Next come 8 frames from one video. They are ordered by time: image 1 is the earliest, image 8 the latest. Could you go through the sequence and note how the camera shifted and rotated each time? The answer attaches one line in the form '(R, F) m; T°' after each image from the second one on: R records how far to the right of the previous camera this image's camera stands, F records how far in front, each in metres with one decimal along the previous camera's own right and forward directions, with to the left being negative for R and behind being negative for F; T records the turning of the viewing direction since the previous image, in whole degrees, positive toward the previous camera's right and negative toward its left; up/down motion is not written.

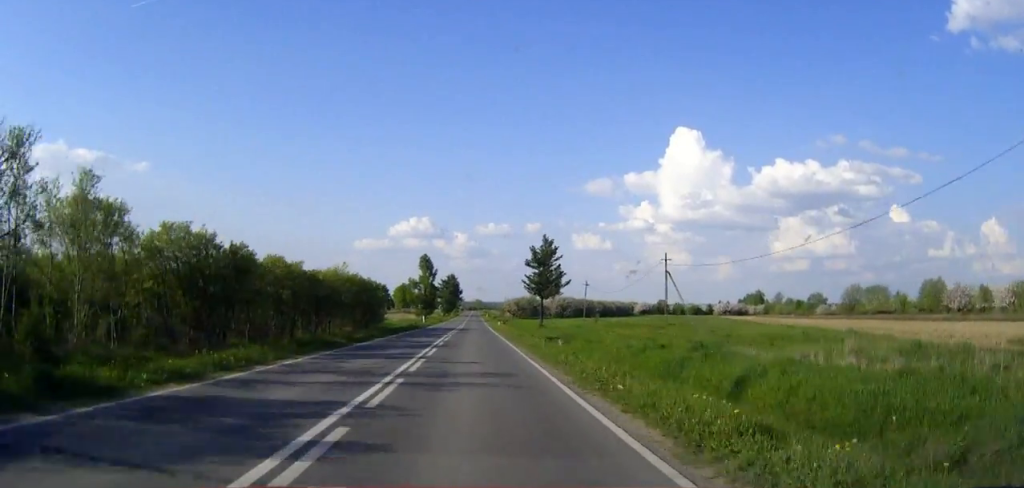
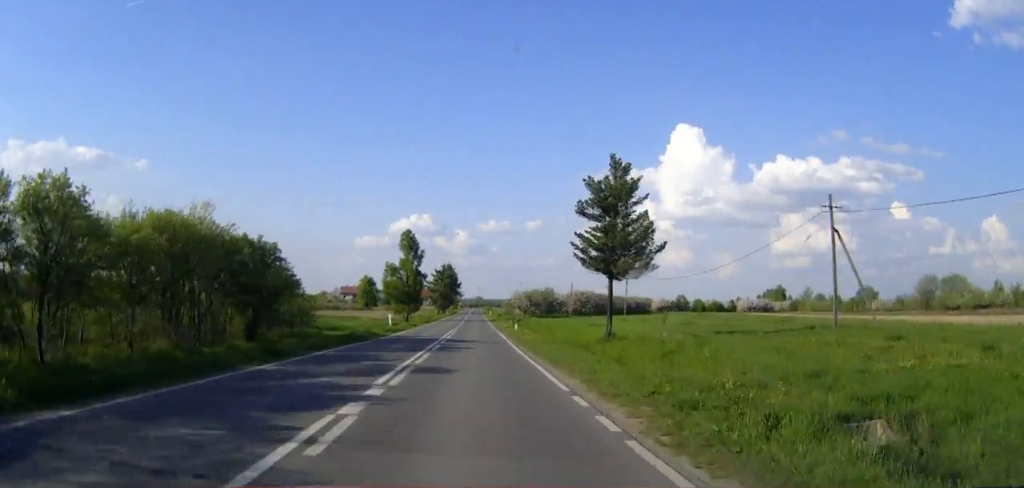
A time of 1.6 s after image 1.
(-0.1, +32.2) m; 0°
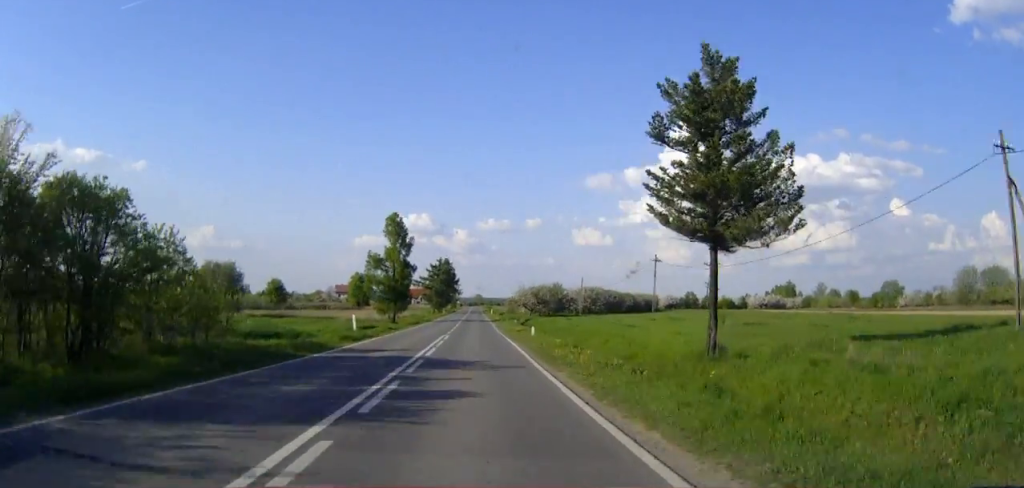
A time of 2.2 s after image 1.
(0.0, +14.2) m; 0°
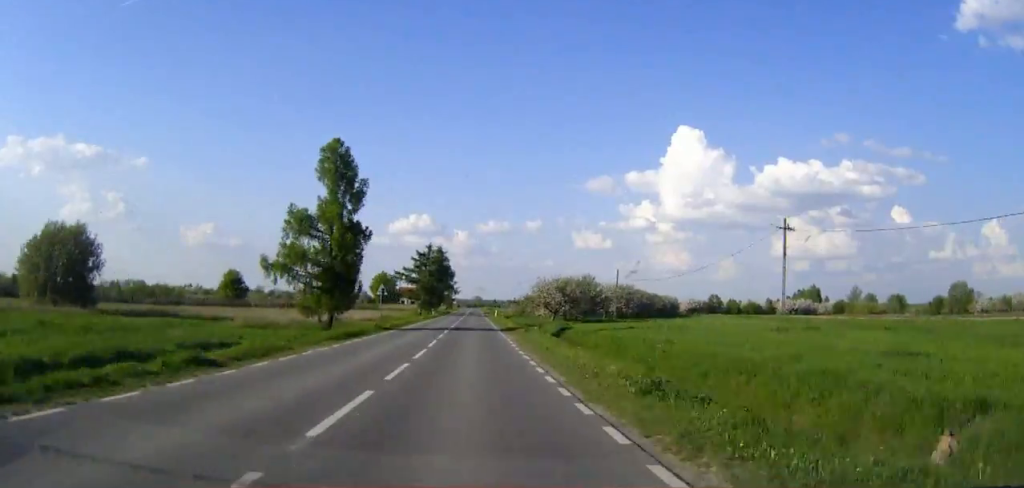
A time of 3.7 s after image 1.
(0.0, +32.2) m; 0°
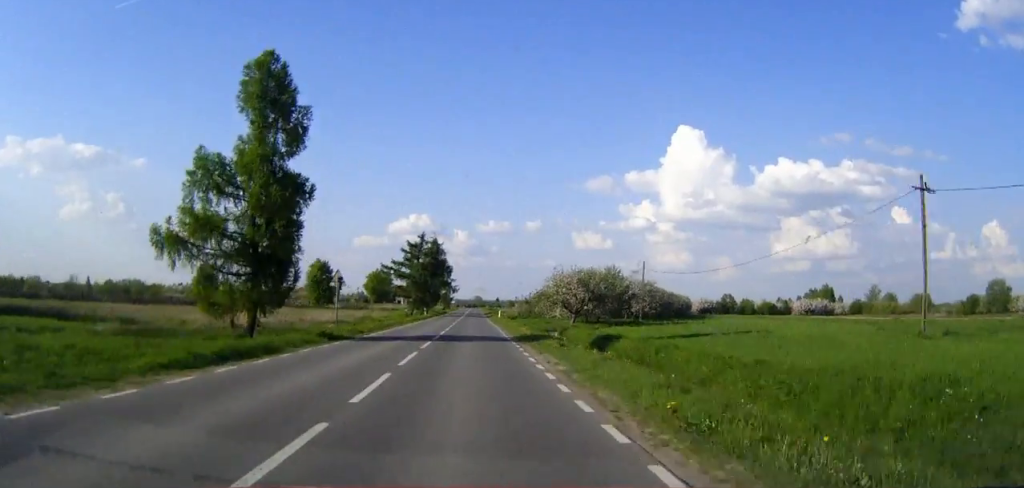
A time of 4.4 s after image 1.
(0.0, +15.0) m; 0°
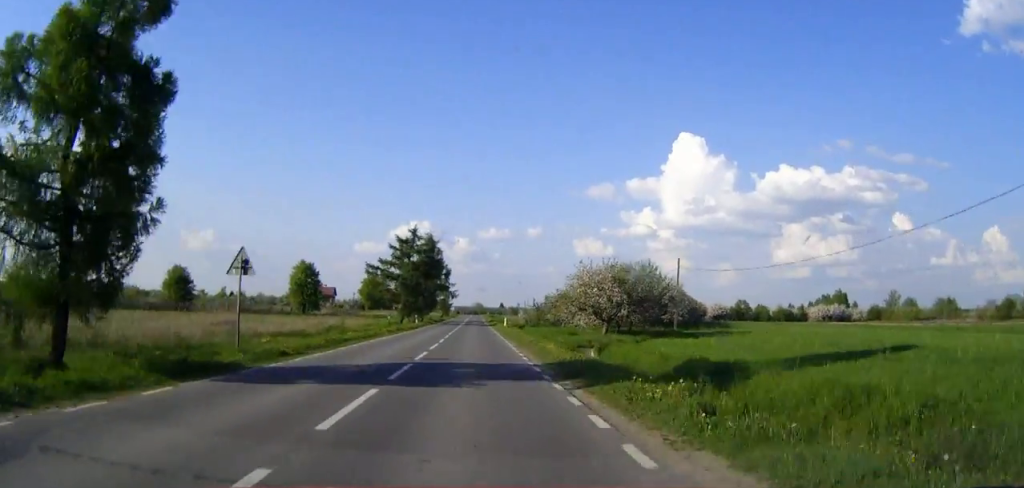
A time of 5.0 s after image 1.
(0.0, +13.8) m; 0°
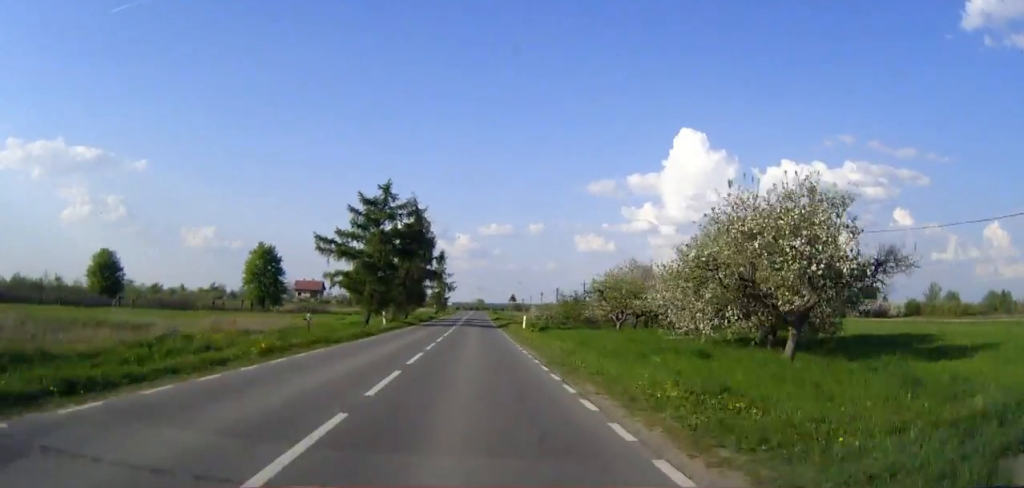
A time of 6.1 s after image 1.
(0.0, +26.4) m; 0°
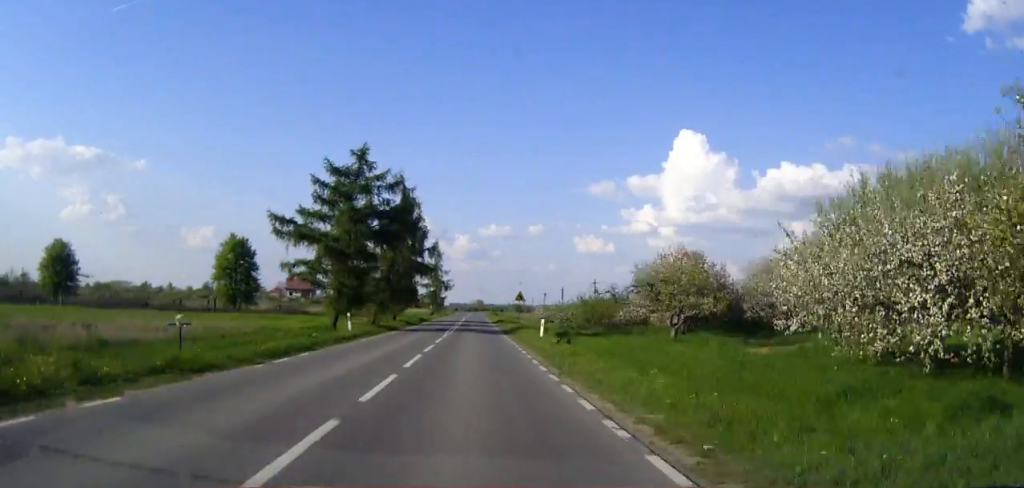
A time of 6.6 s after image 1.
(0.0, +12.6) m; 0°
